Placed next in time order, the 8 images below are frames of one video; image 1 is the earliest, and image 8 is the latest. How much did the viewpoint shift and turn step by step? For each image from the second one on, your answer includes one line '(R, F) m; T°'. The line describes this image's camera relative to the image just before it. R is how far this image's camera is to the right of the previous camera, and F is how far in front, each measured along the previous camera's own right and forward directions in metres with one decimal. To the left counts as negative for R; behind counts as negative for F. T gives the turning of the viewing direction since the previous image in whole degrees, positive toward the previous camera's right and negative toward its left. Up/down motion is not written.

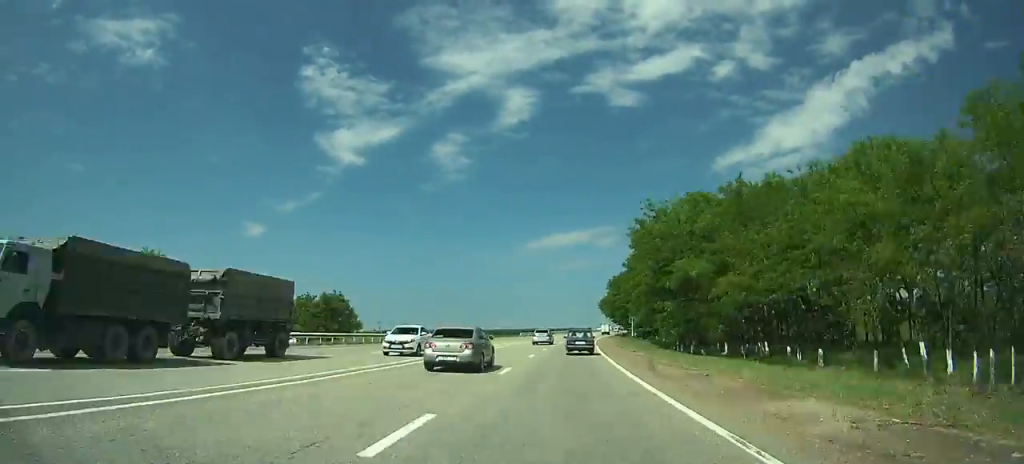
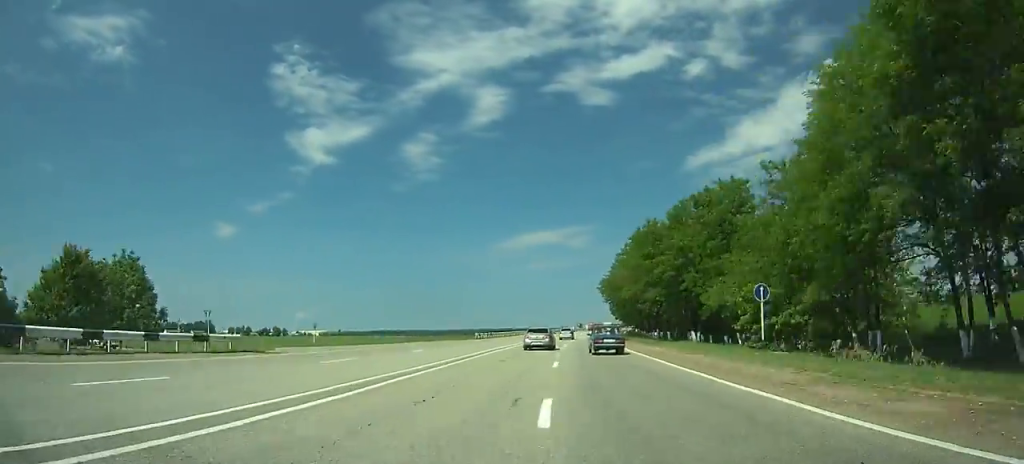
(+0.9, +43.6) m; +2°
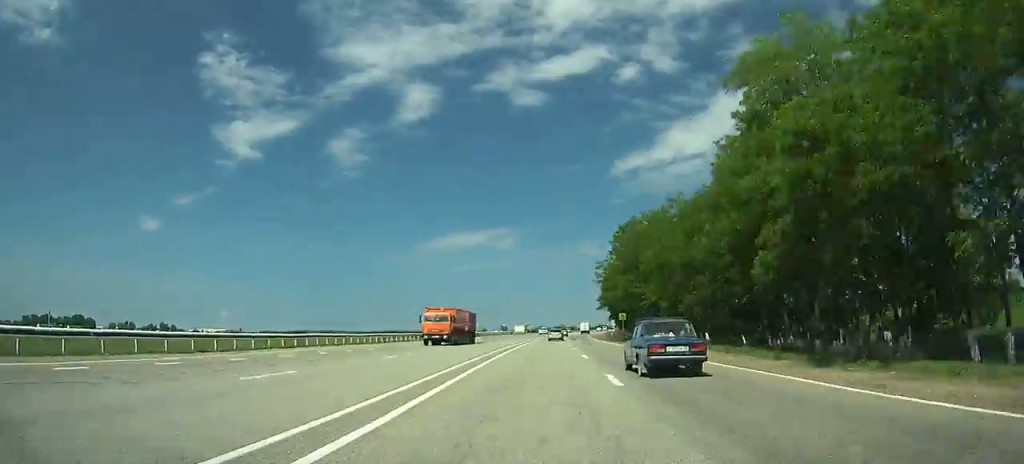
(+4.8, +101.6) m; +6°
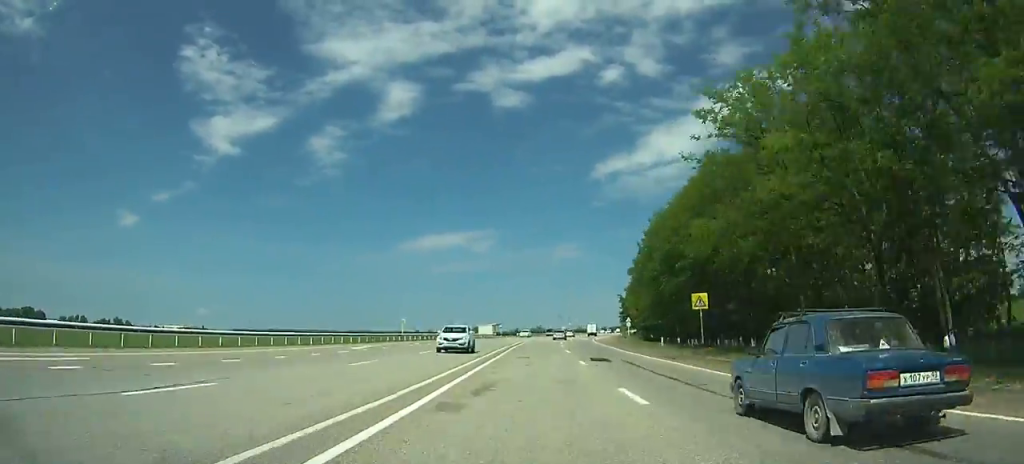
(+1.7, +53.6) m; +3°
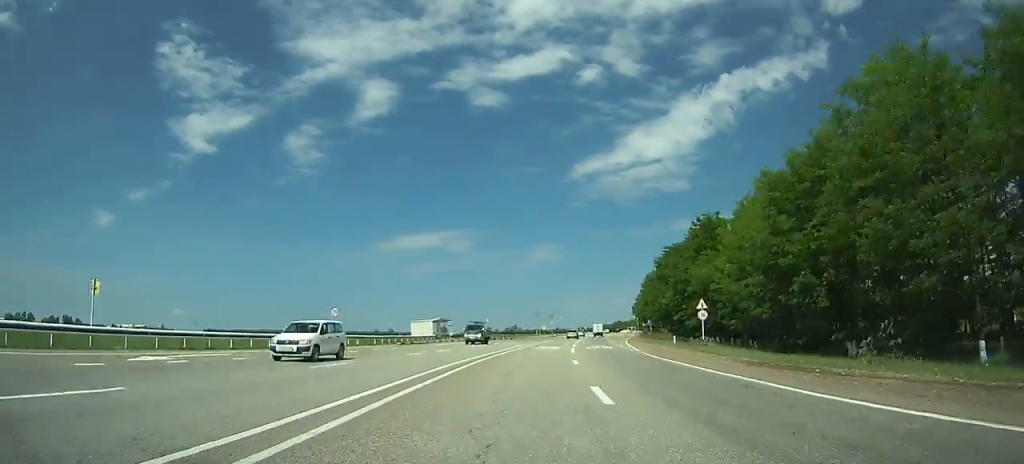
(+1.1, +50.4) m; +3°
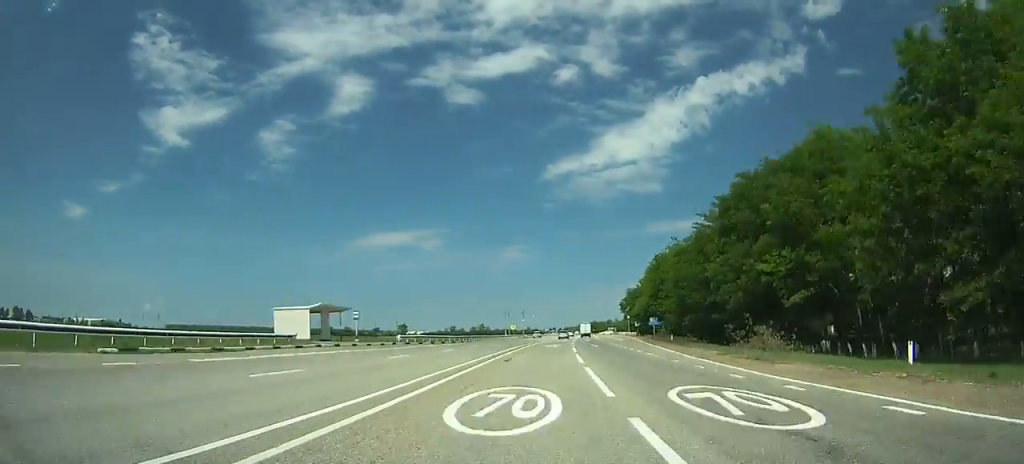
(+0.7, +34.4) m; +2°
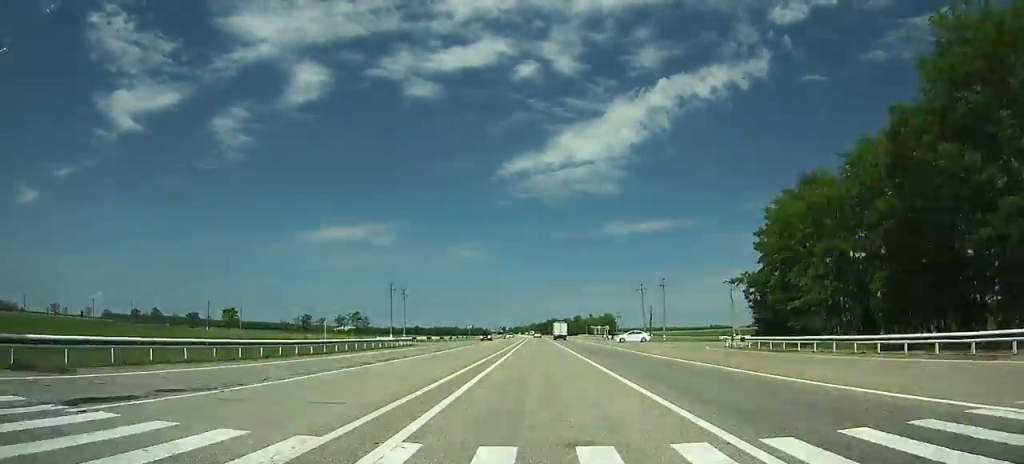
(+8.1, +144.7) m; +5°
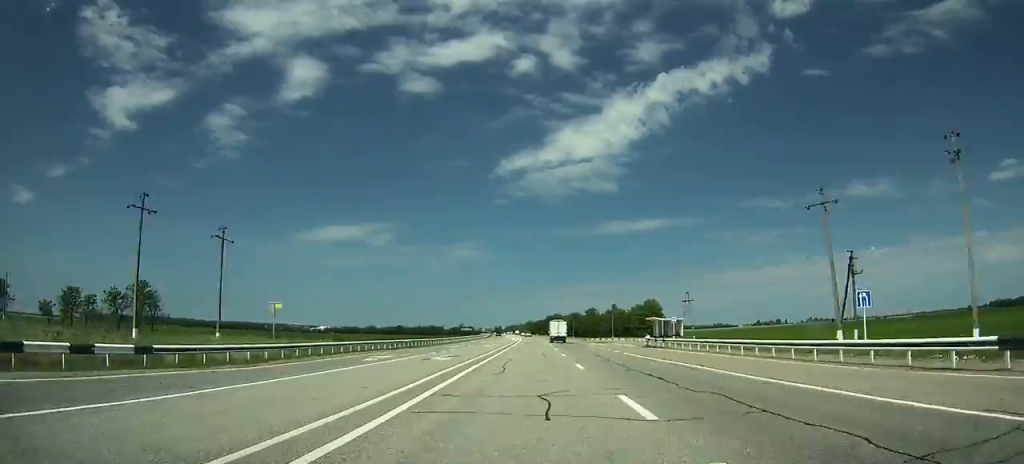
(+0.6, +97.5) m; 0°
